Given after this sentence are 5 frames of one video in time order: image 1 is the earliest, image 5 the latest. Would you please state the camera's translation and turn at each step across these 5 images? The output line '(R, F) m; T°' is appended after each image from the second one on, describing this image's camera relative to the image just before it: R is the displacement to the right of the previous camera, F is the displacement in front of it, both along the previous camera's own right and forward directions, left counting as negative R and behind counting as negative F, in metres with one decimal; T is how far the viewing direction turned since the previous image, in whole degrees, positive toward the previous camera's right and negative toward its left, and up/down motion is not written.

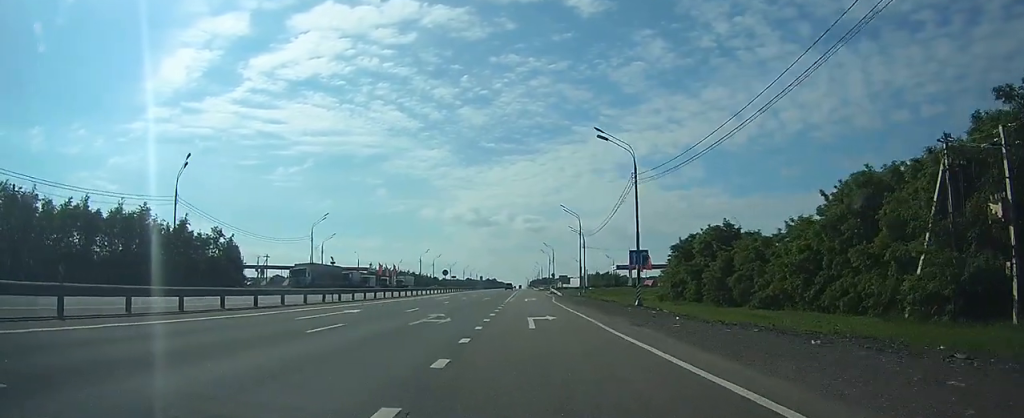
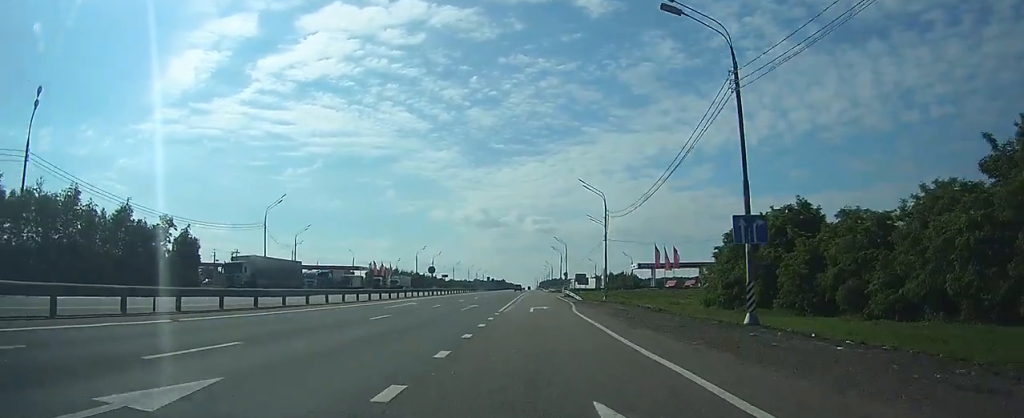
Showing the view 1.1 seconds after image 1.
(-0.1, +19.1) m; -1°
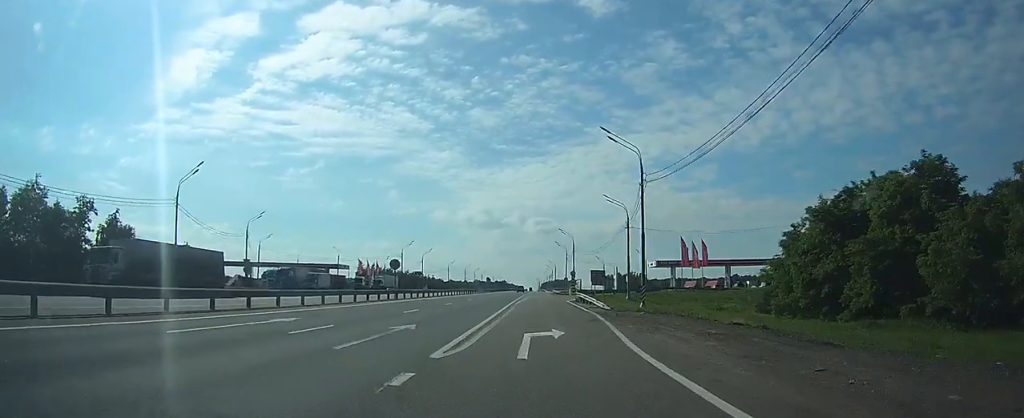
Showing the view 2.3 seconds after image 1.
(-0.3, +19.4) m; -2°
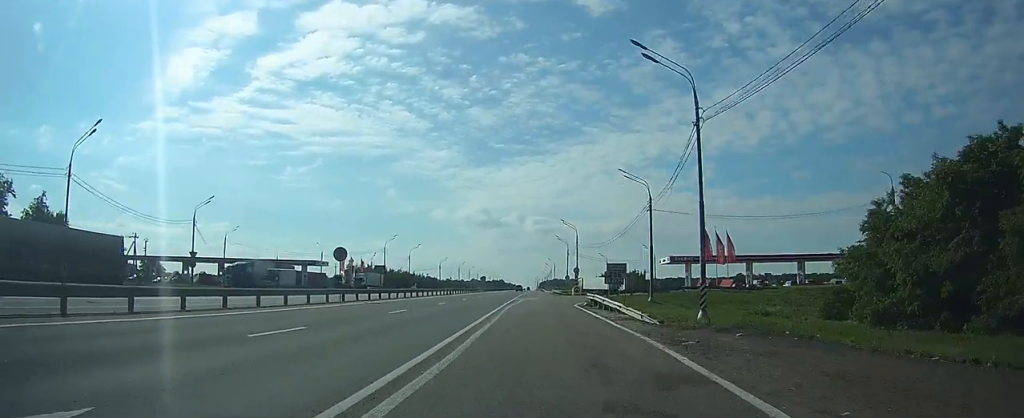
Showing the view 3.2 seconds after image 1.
(-0.2, +14.1) m; 0°
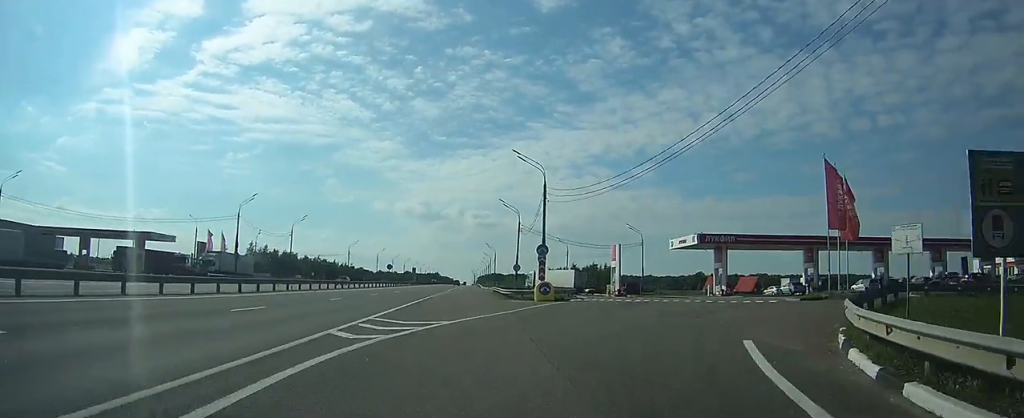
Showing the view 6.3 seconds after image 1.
(+1.4, +47.0) m; +2°
